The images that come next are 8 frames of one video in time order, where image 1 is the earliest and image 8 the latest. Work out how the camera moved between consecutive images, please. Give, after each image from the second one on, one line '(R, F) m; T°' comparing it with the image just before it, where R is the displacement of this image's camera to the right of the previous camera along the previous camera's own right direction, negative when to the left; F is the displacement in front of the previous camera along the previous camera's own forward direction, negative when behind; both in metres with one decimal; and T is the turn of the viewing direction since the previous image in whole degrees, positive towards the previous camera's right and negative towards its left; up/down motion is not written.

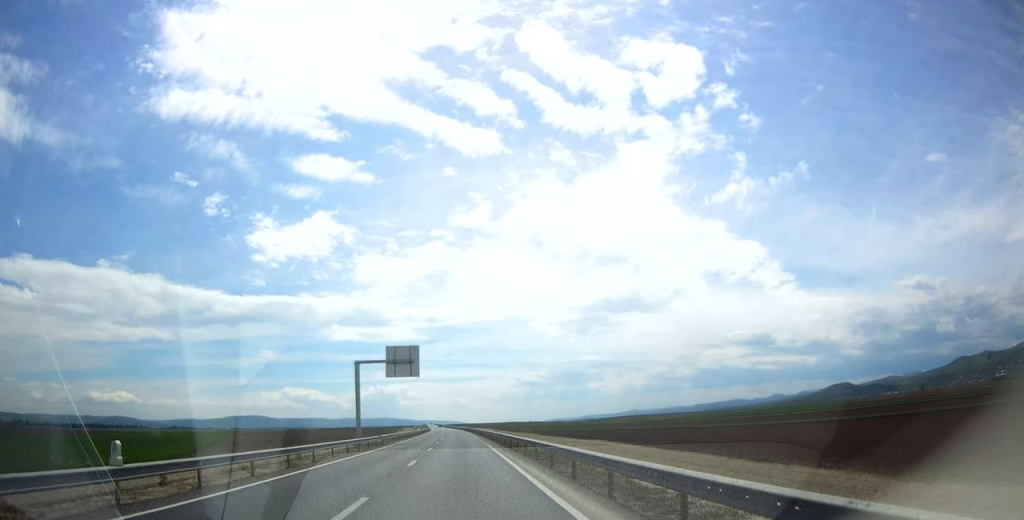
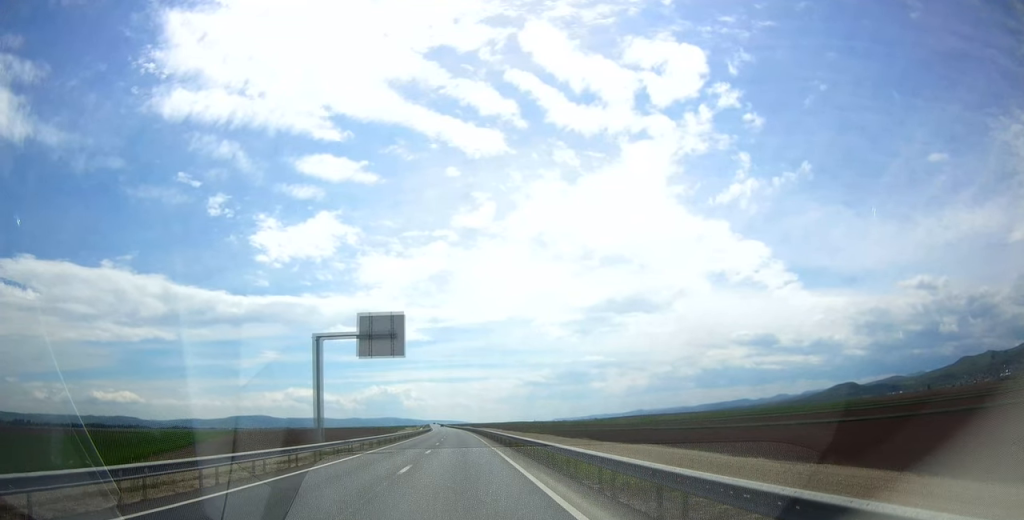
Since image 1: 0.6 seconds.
(0.0, +15.2) m; -1°
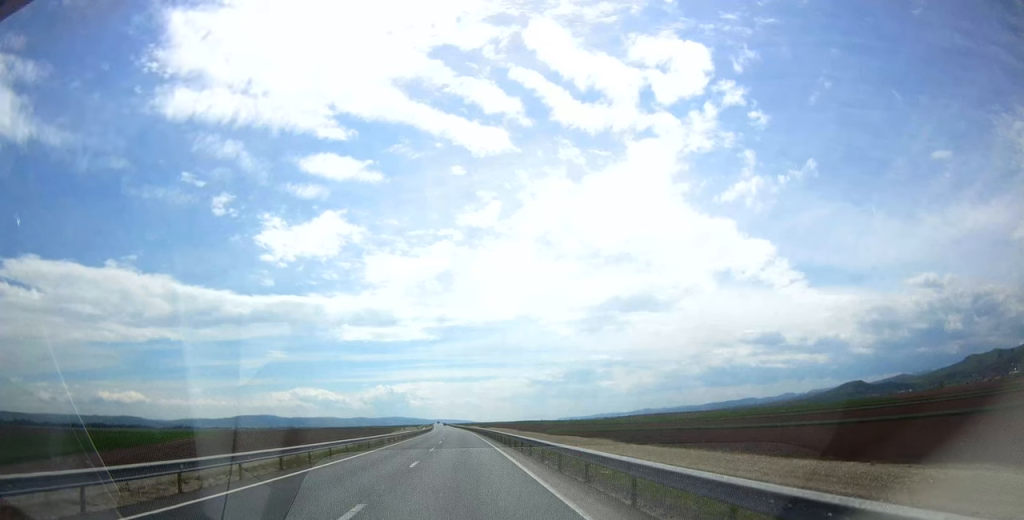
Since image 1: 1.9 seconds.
(-0.9, +33.7) m; -2°
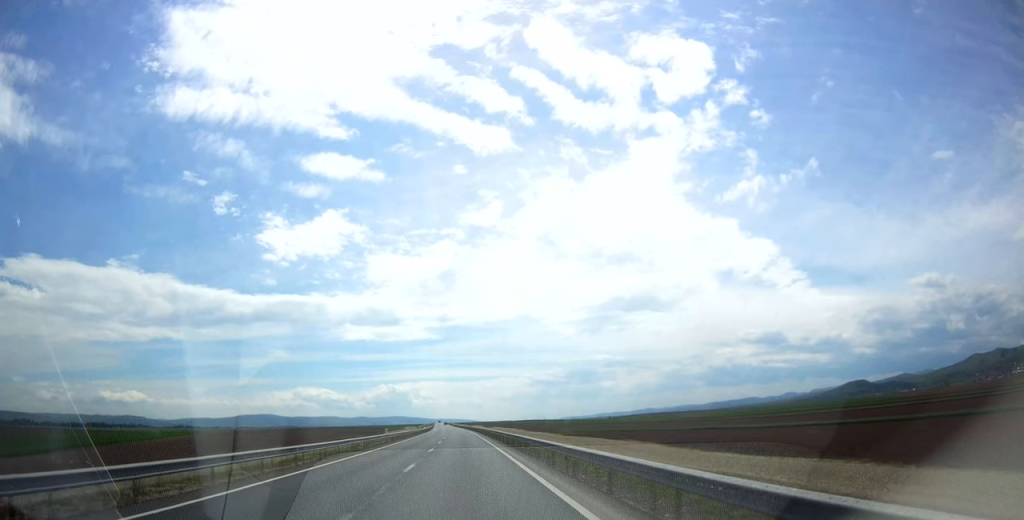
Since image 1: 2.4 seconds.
(+0.1, +13.4) m; 0°
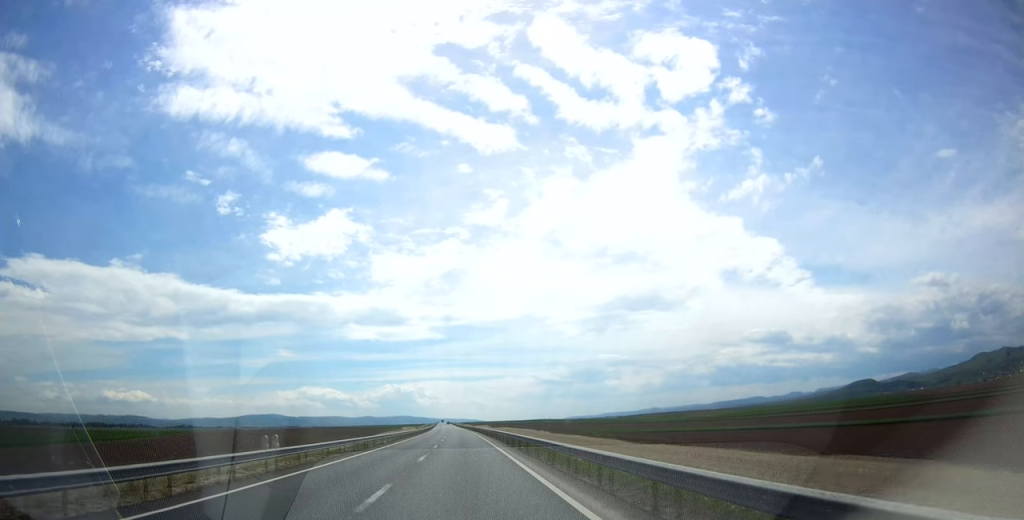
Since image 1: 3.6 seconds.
(+0.1, +31.4) m; 0°
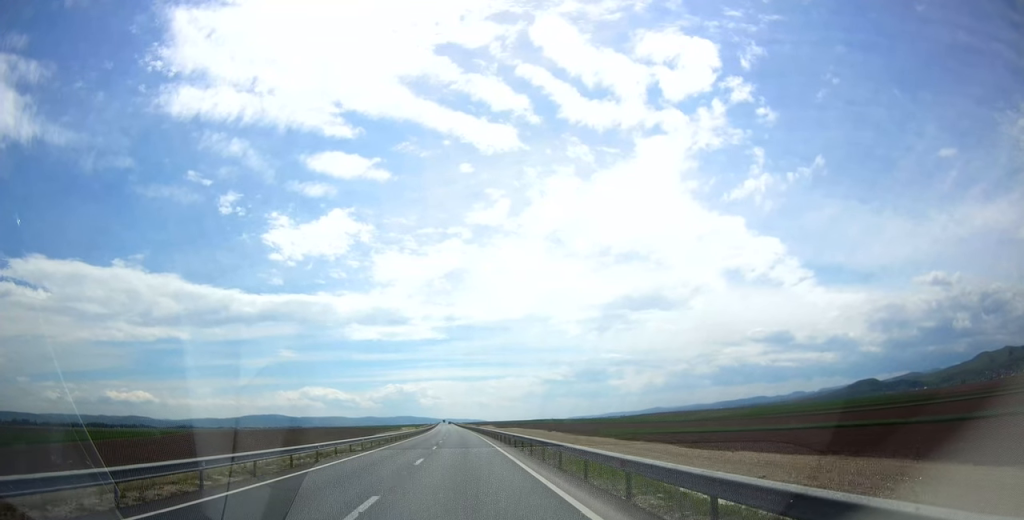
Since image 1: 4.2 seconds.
(-0.2, +13.7) m; 0°
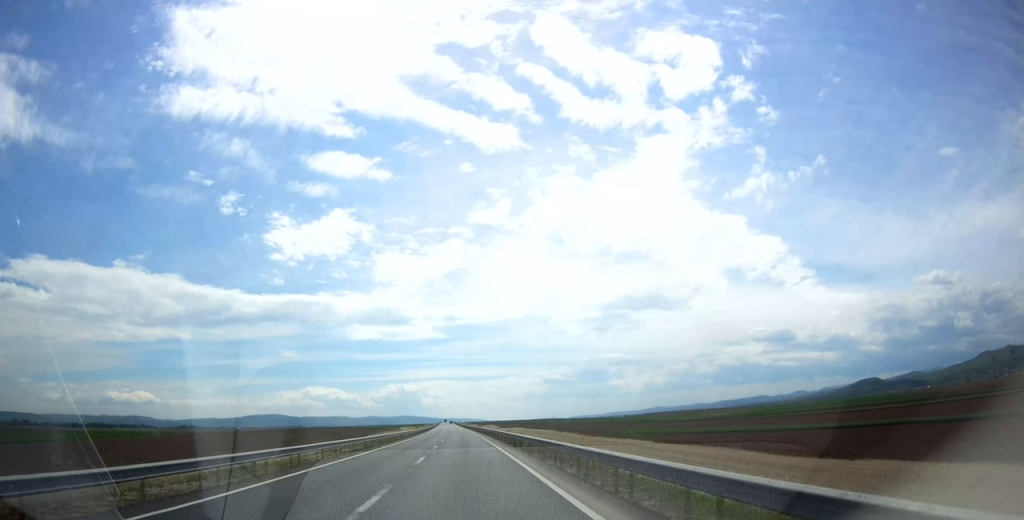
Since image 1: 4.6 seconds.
(+0.1, +11.7) m; 0°
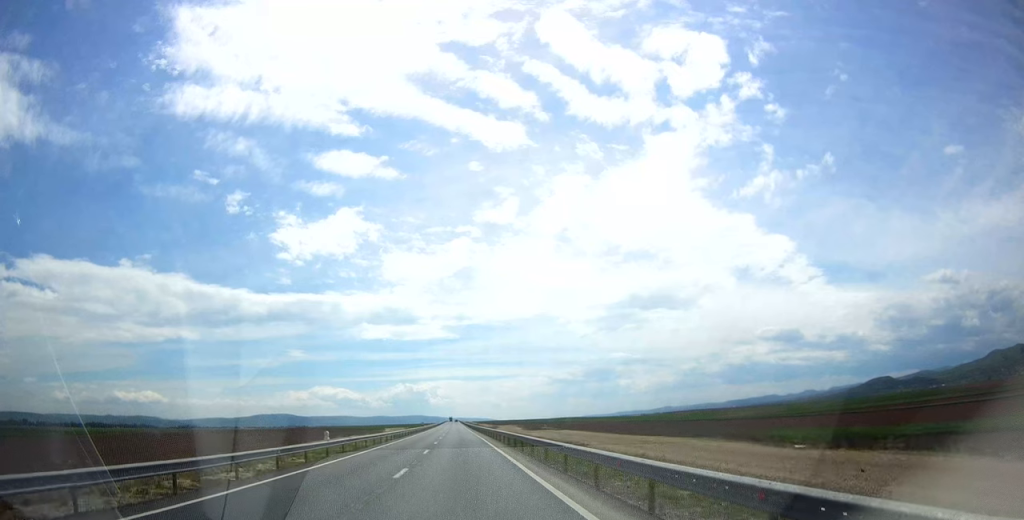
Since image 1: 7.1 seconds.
(-0.2, +66.2) m; -1°
